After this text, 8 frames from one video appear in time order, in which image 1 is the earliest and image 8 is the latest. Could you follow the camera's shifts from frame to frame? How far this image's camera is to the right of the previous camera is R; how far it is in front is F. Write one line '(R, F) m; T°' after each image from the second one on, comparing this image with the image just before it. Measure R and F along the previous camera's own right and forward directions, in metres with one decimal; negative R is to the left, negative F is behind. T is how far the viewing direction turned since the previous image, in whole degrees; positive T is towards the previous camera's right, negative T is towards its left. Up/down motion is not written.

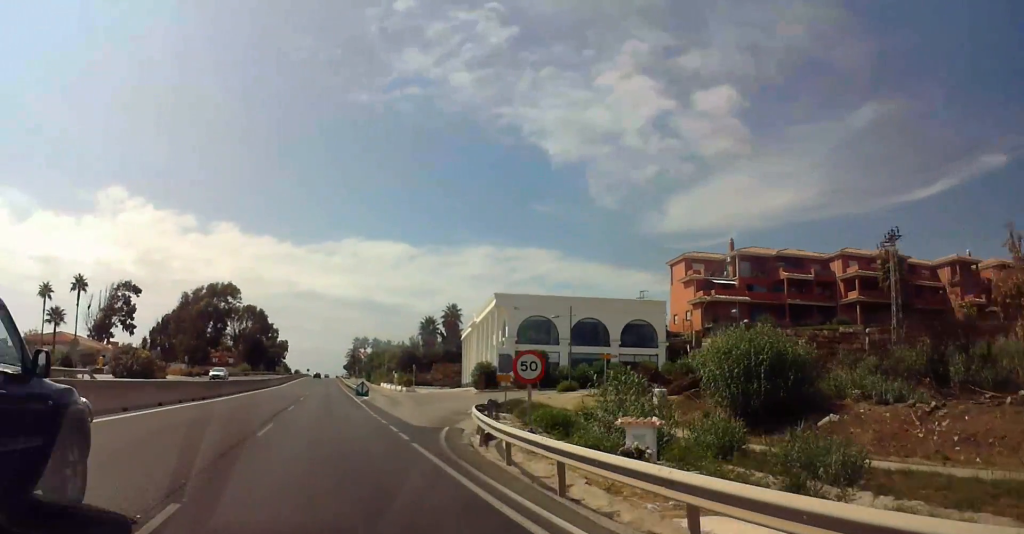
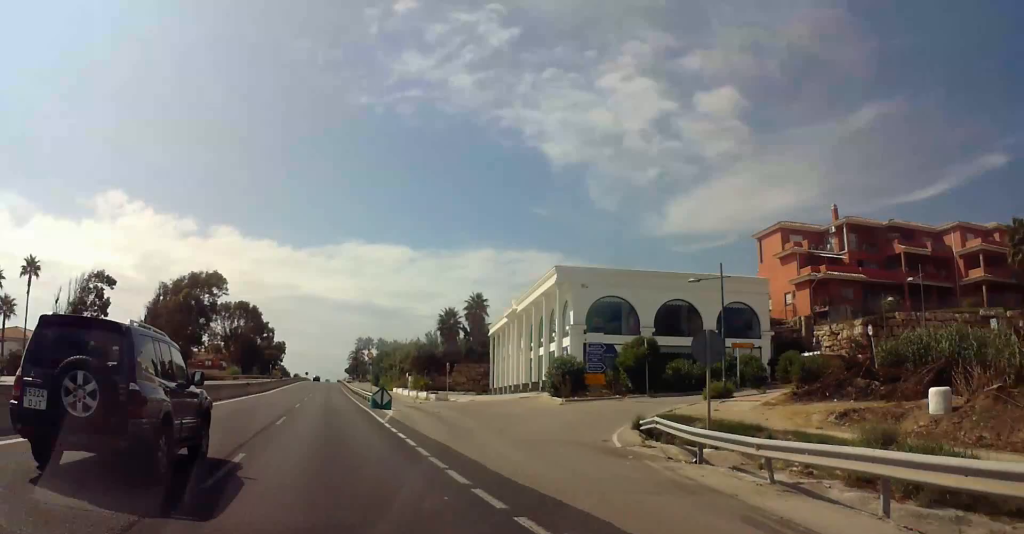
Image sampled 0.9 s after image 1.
(+0.1, +19.4) m; 0°
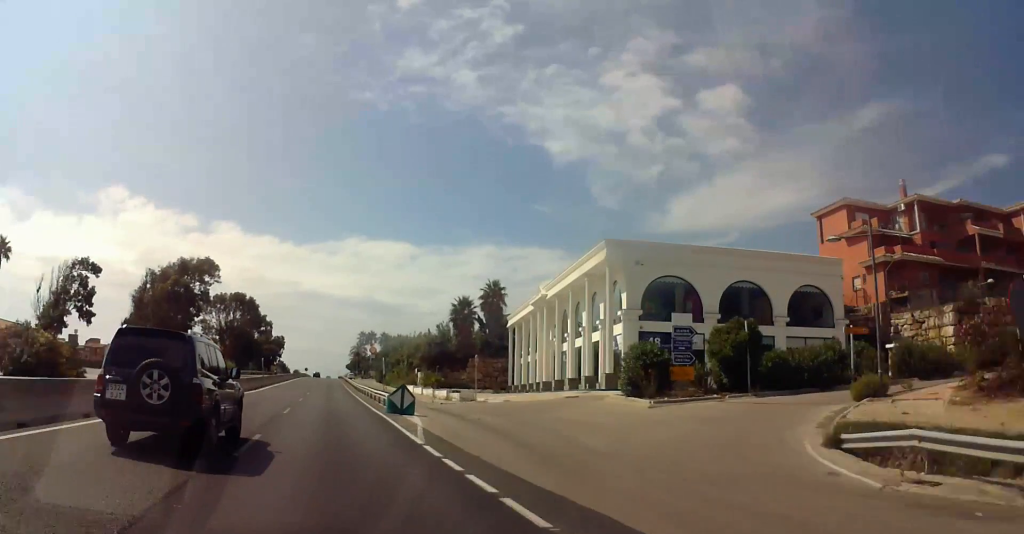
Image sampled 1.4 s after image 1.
(0.0, +10.1) m; 0°
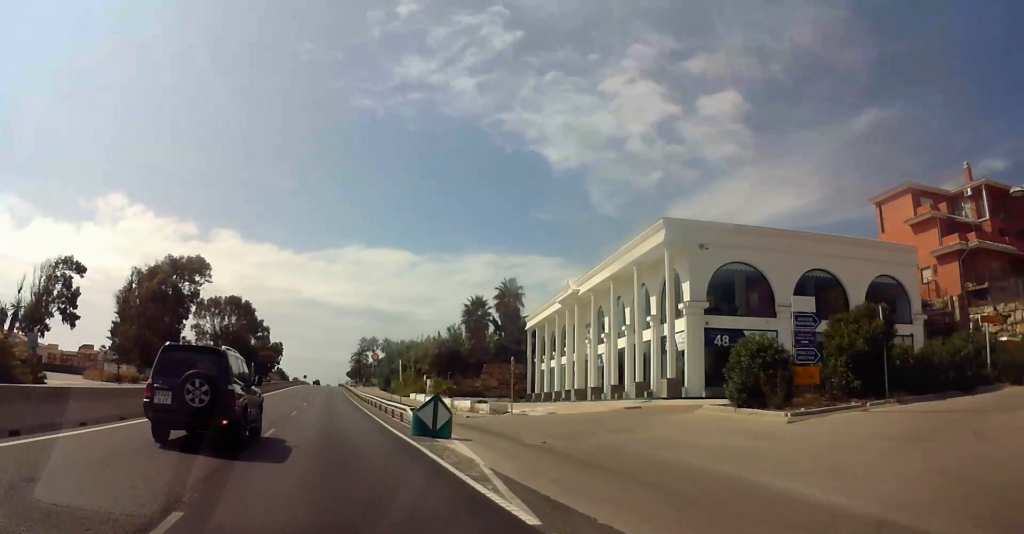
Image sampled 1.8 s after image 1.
(0.0, +8.4) m; 0°
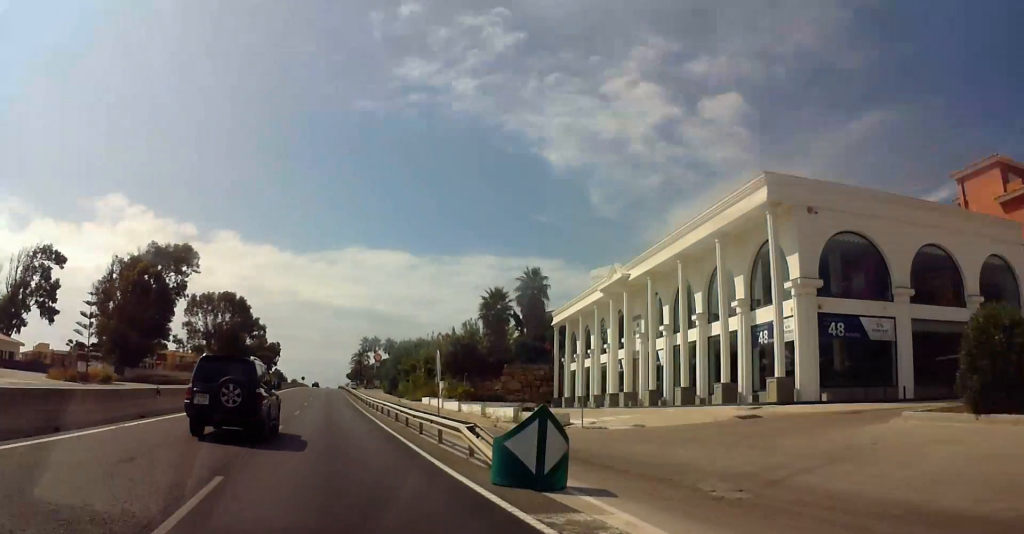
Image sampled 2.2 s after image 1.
(0.0, +9.2) m; -1°
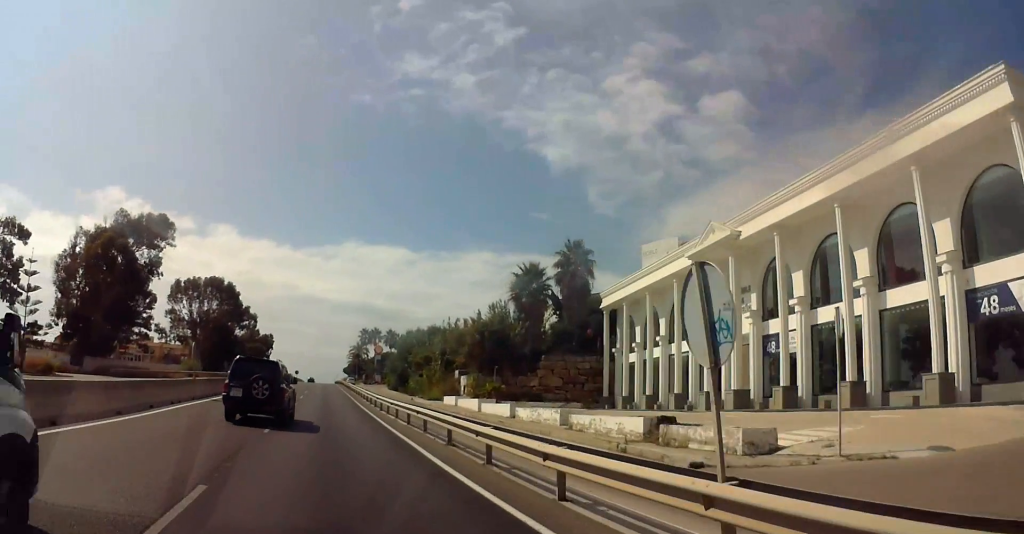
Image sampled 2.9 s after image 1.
(-0.2, +14.2) m; -1°
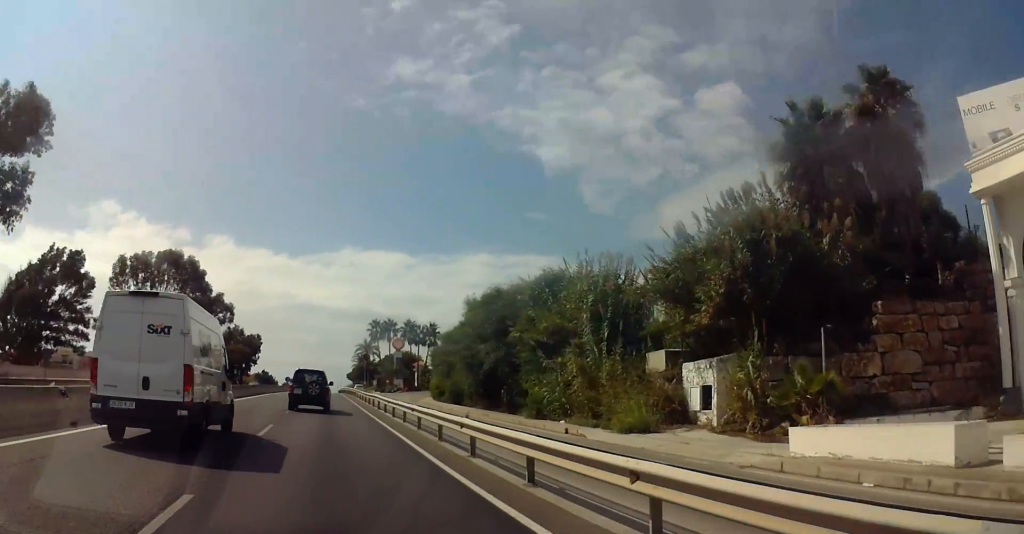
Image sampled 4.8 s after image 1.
(-0.5, +38.3) m; -1°
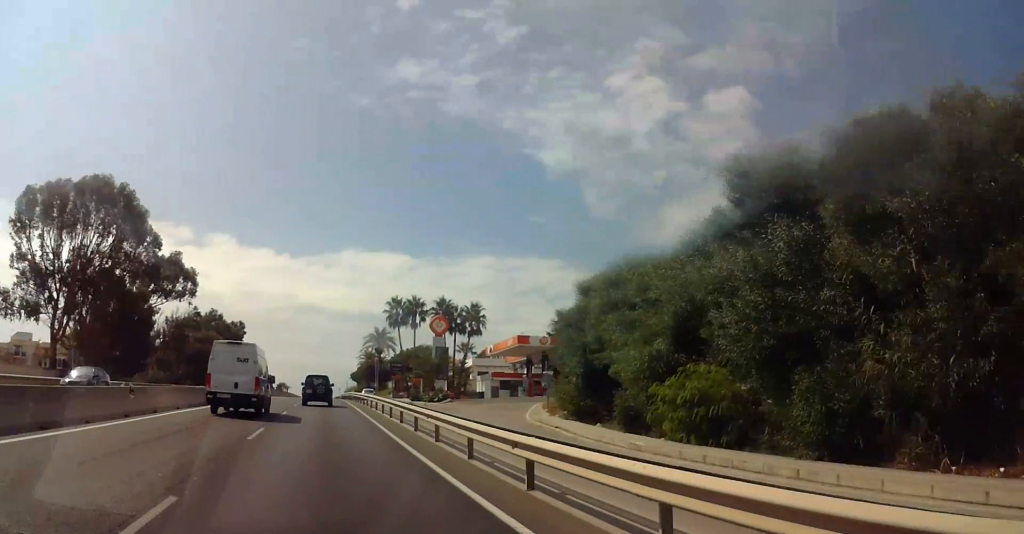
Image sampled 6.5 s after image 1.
(0.0, +36.4) m; +1°
